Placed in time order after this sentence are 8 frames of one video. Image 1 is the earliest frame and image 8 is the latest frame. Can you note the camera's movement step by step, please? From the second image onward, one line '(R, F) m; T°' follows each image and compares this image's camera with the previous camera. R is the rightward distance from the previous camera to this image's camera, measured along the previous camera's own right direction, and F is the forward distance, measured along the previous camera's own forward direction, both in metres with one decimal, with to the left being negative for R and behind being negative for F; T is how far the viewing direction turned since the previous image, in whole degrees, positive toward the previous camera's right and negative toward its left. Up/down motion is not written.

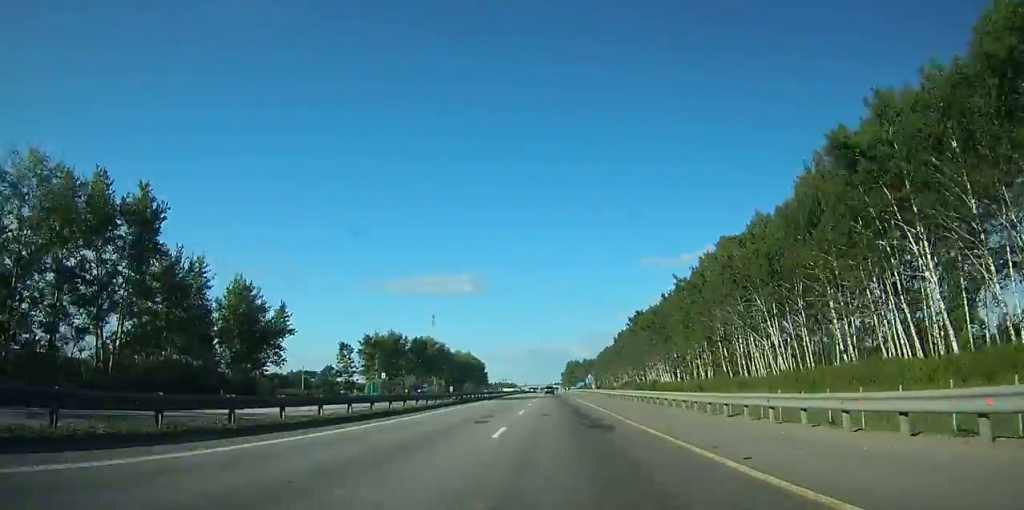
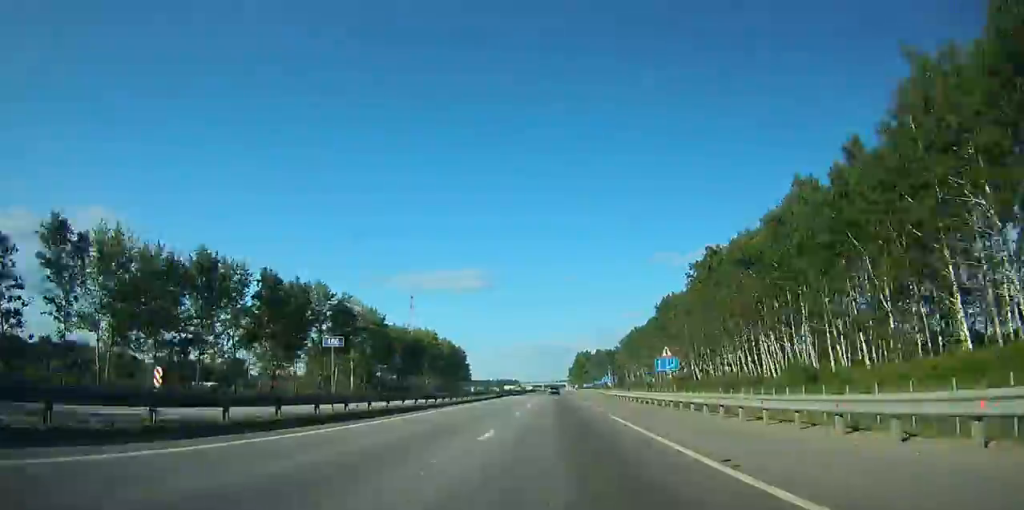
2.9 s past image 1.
(-0.5, +77.5) m; 0°
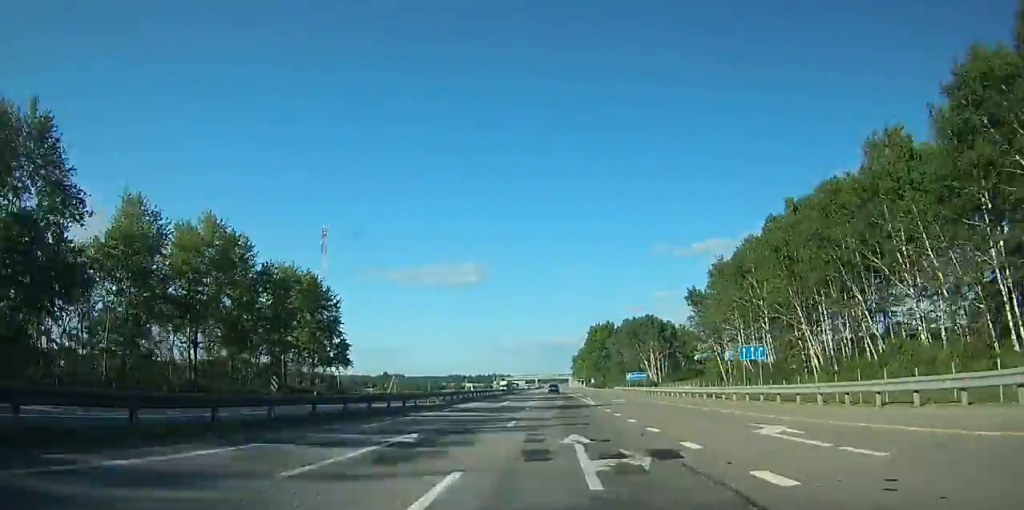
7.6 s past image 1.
(-0.3, +123.9) m; 0°
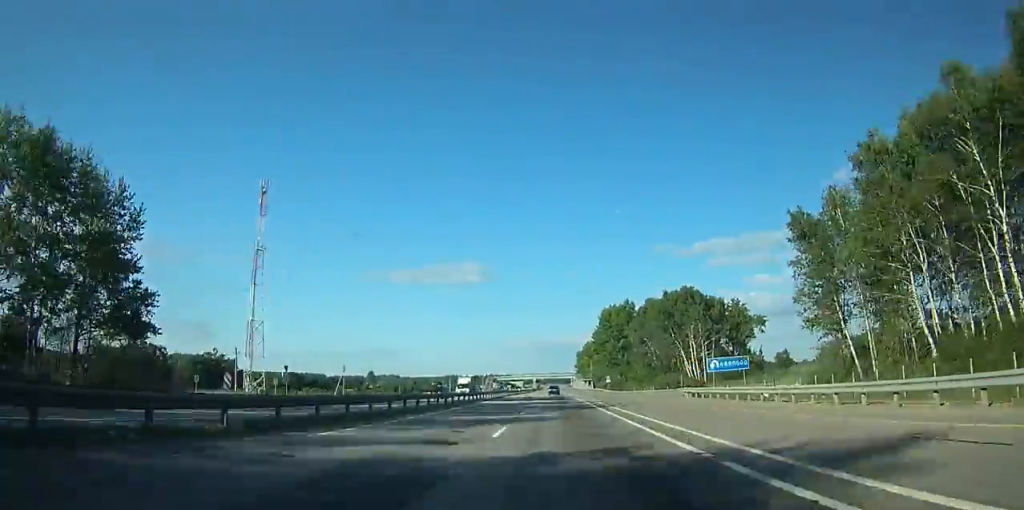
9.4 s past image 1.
(0.0, +50.2) m; 0°
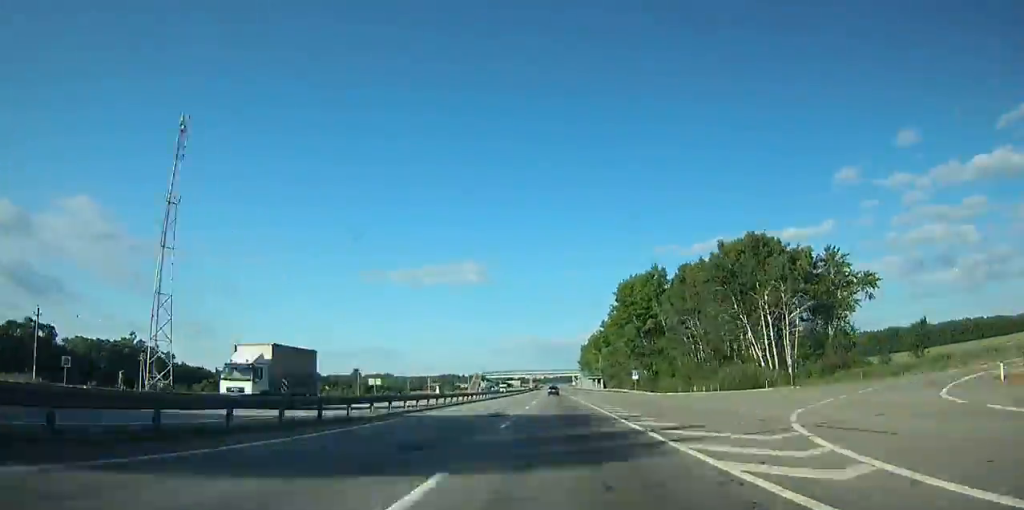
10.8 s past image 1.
(0.0, +41.6) m; 0°
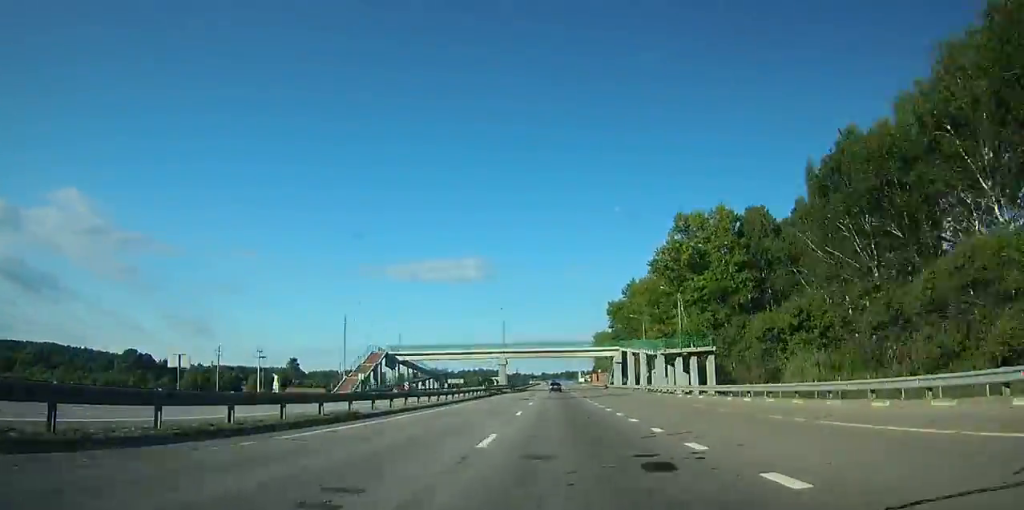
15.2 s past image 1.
(0.0, +130.4) m; 0°
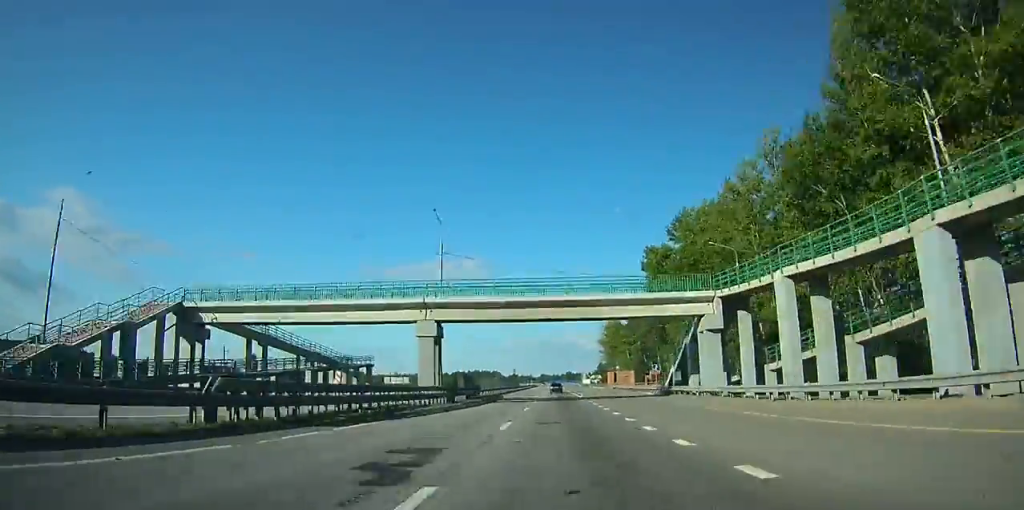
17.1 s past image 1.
(0.0, +55.8) m; 0°
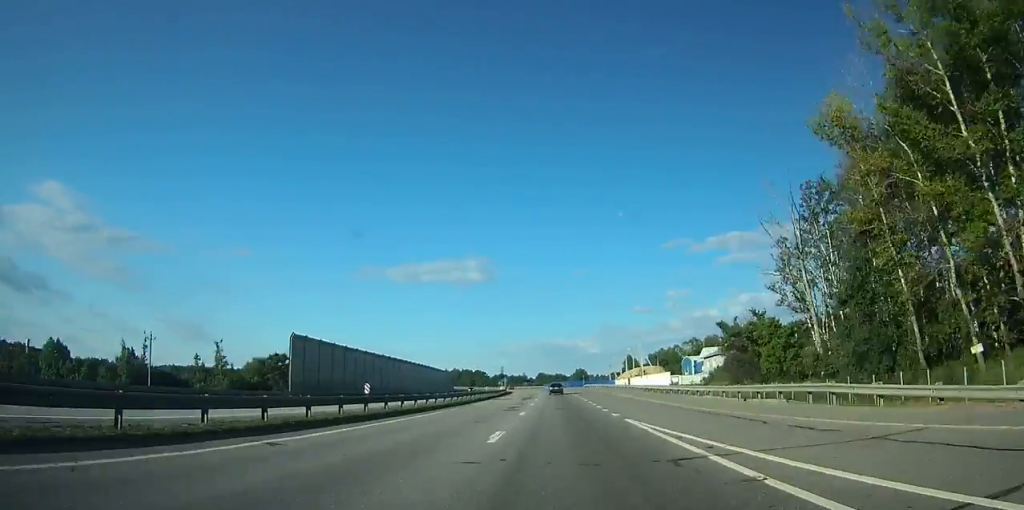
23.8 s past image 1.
(-0.4, +205.7) m; -1°
